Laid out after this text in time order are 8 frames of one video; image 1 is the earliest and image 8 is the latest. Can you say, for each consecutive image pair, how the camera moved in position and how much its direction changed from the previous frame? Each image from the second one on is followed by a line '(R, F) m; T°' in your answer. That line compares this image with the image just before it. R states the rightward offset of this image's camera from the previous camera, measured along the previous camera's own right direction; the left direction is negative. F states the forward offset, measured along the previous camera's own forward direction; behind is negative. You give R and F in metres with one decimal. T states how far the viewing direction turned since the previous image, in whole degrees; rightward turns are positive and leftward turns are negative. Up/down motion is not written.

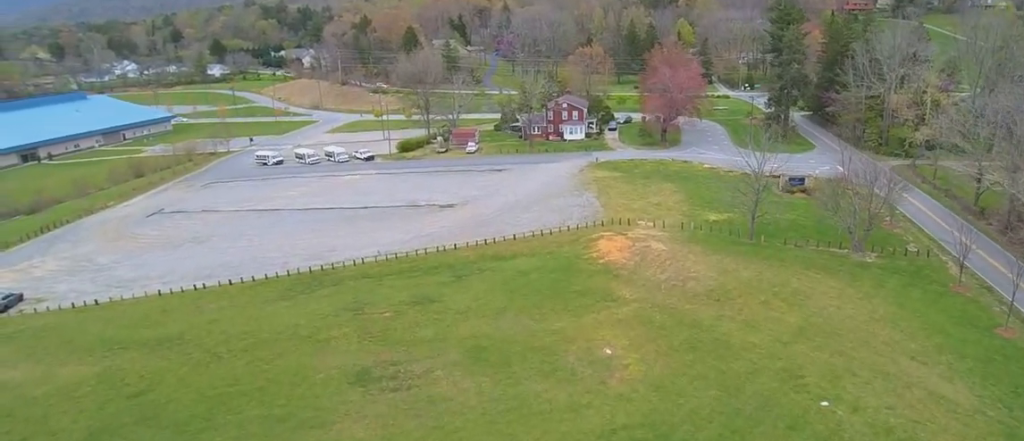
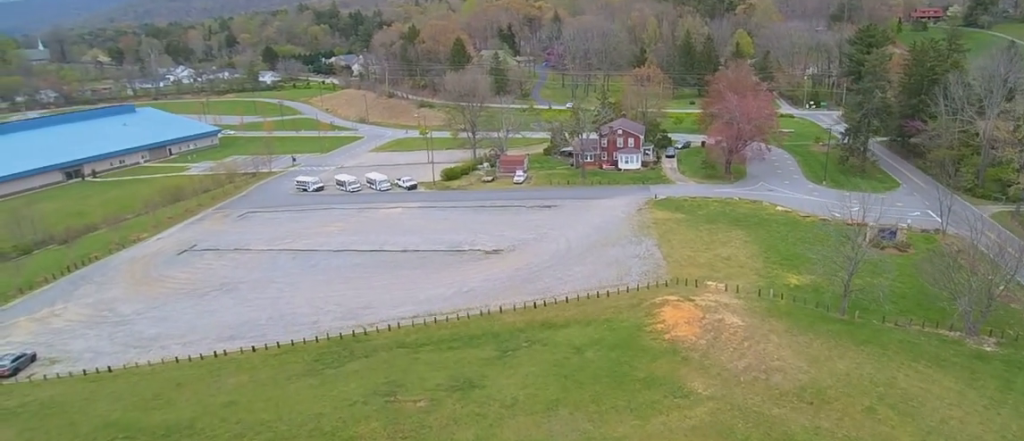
(+0.7, +10.5) m; +1°
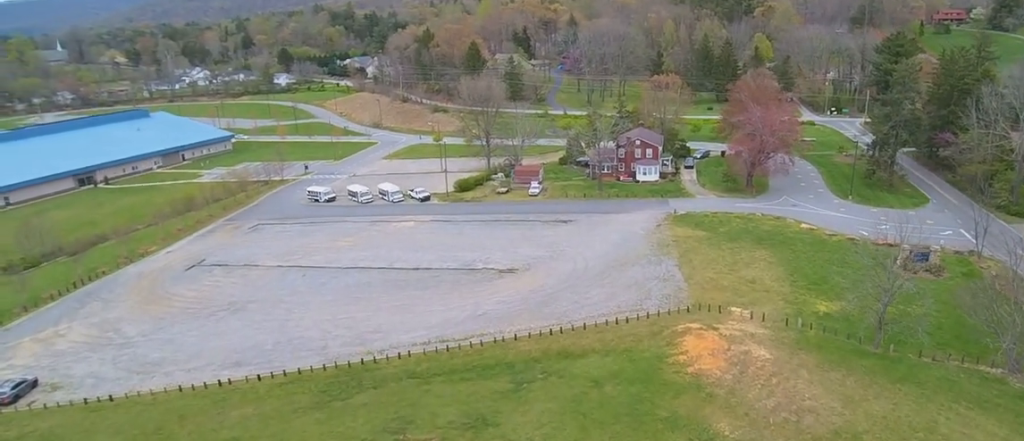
(-0.2, +3.9) m; -2°
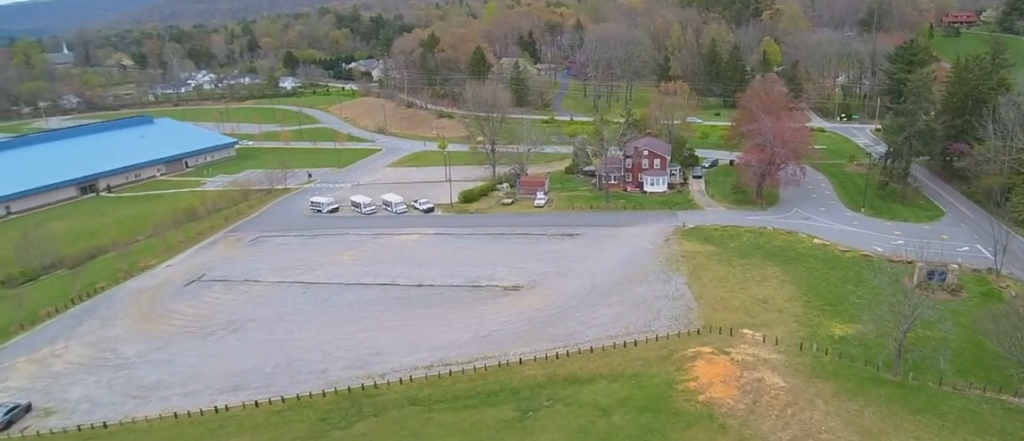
(-0.3, +2.8) m; 0°
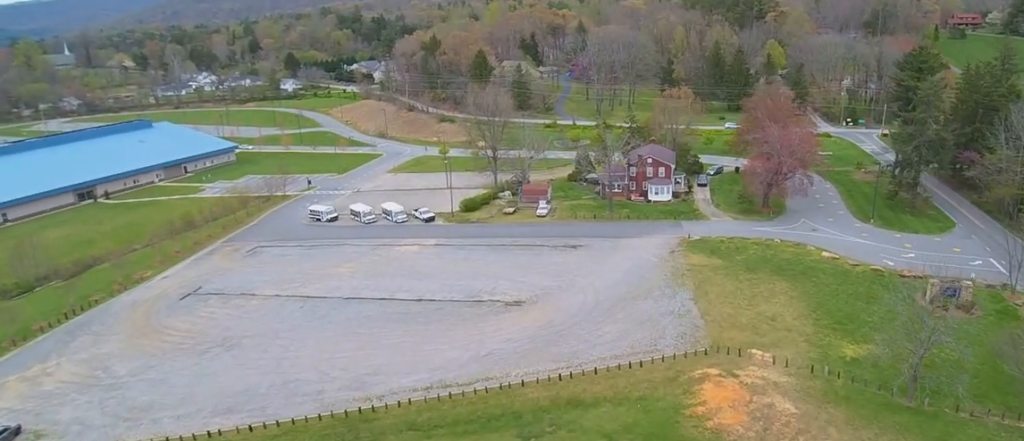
(+0.1, +2.5) m; +1°
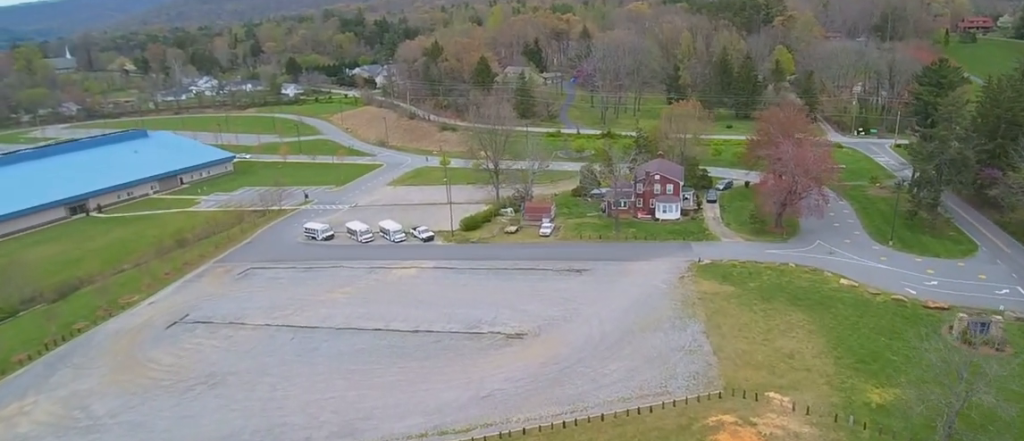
(+0.4, +4.8) m; +3°
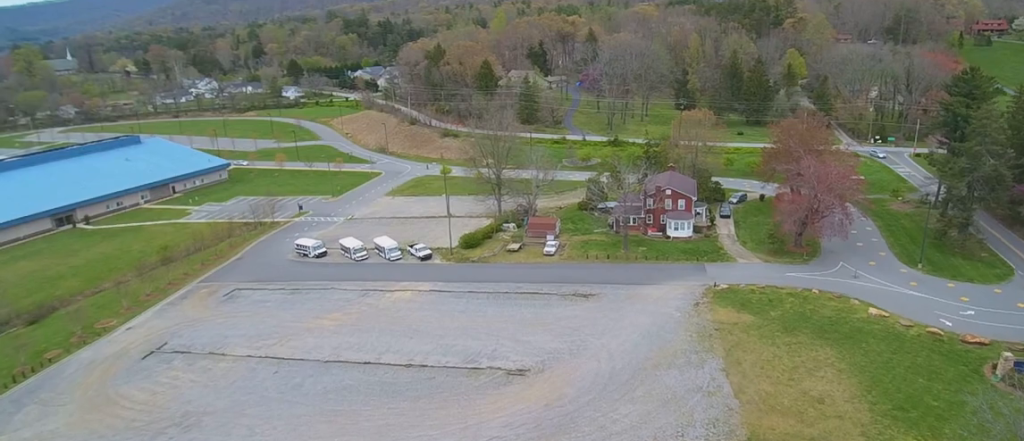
(-0.2, +6.4) m; 0°
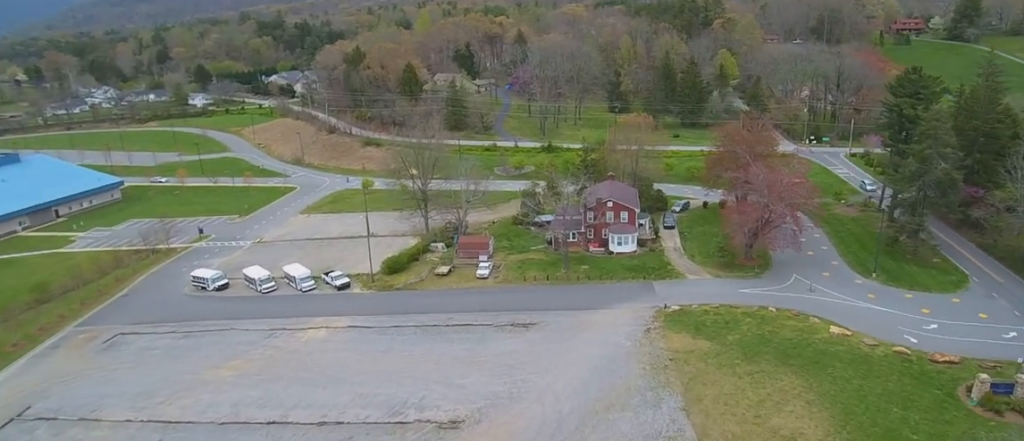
(+0.5, +9.2) m; +6°
